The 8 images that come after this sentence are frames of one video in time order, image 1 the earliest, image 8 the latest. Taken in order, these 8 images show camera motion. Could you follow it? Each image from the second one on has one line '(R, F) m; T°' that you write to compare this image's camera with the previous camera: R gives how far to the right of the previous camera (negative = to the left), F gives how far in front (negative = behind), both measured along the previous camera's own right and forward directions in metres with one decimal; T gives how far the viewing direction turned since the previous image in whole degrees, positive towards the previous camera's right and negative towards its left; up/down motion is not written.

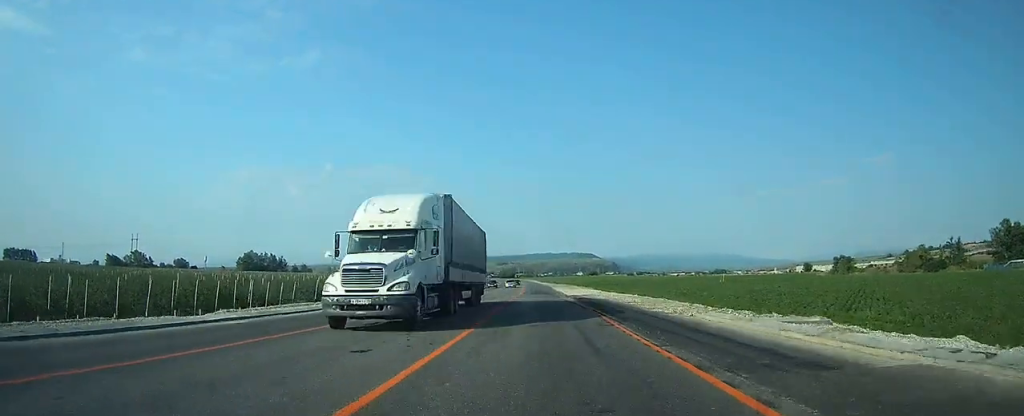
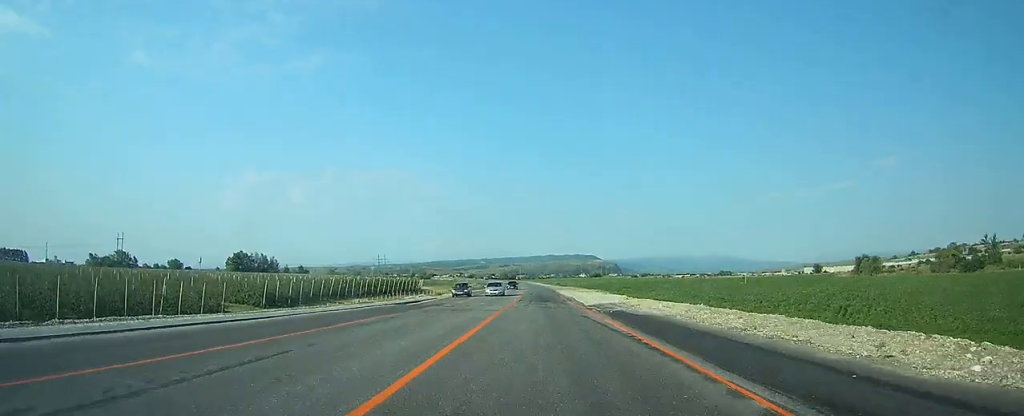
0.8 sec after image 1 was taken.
(-0.2, +20.1) m; -1°
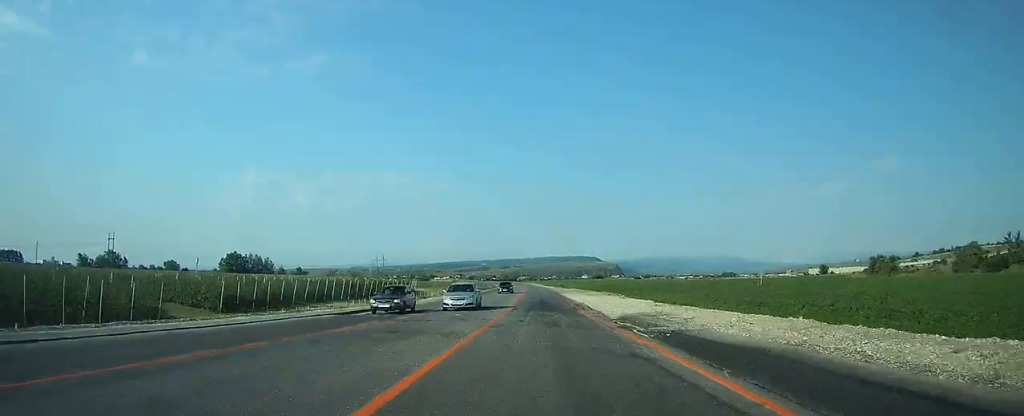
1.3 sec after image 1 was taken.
(-0.3, +11.8) m; -1°
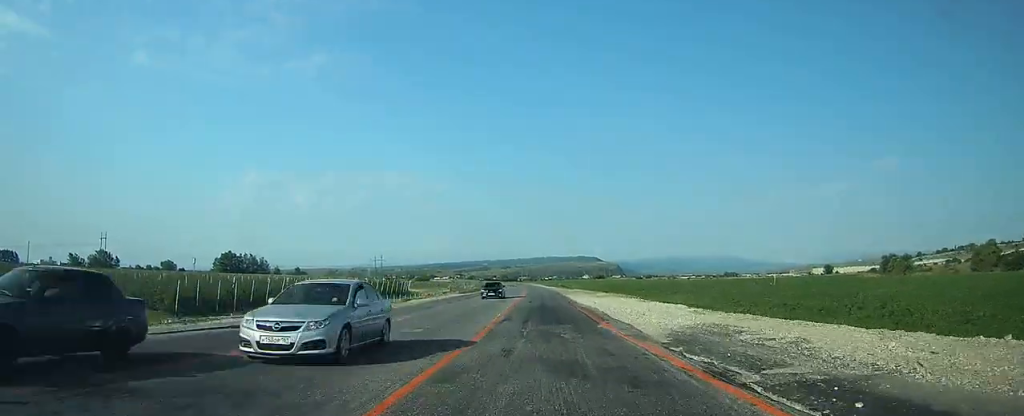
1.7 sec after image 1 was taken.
(-0.1, +9.4) m; 0°
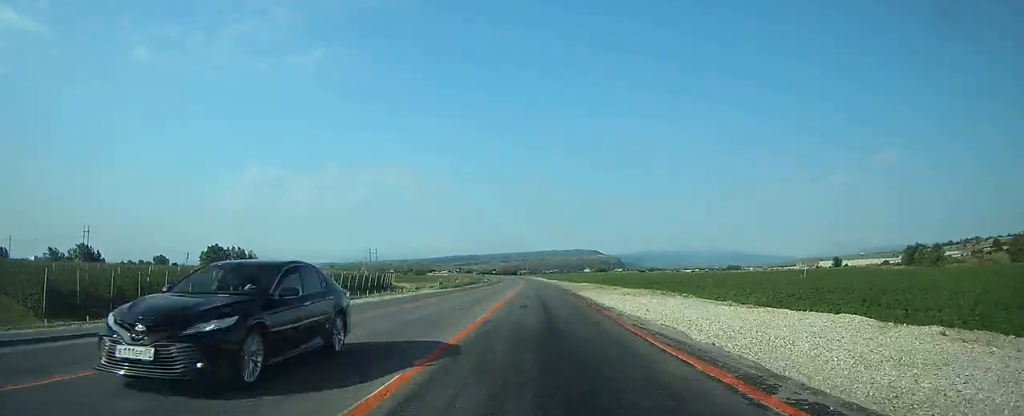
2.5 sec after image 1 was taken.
(0.0, +18.5) m; 0°
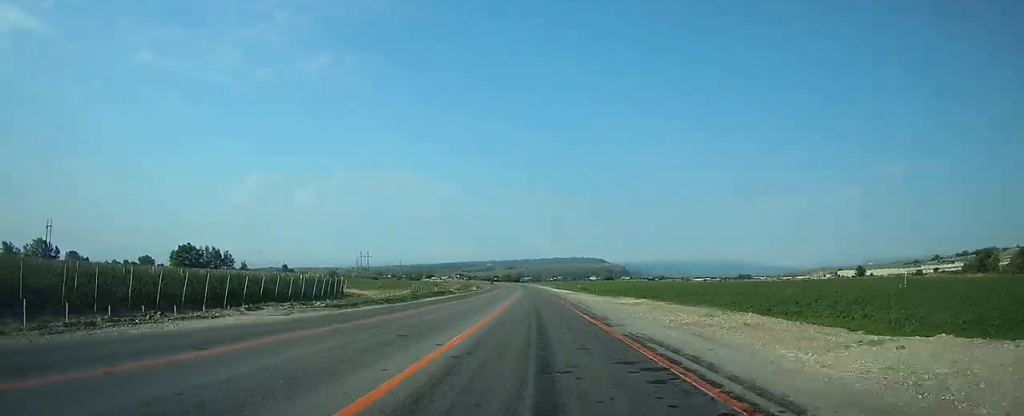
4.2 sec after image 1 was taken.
(-0.1, +39.1) m; -1°
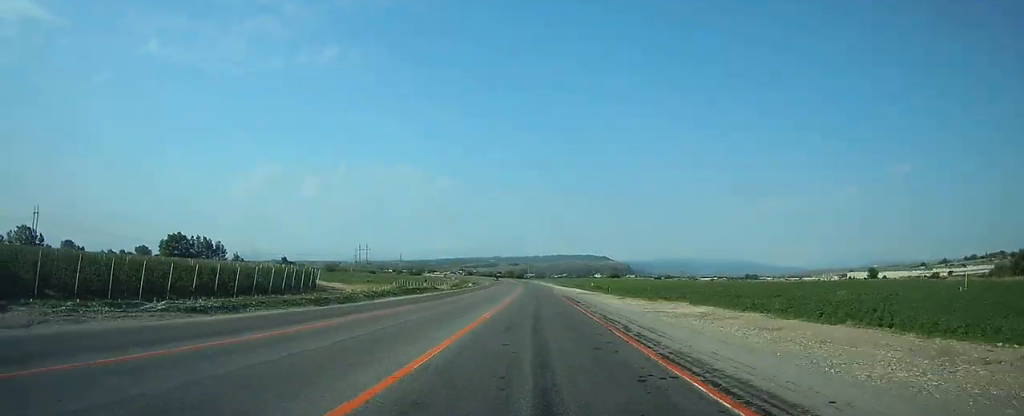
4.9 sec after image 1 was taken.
(0.0, +15.5) m; 0°
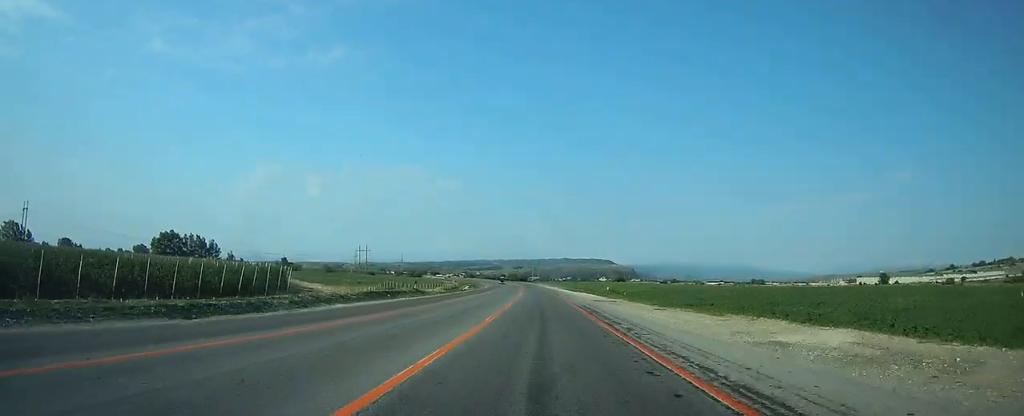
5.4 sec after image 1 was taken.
(0.0, +12.4) m; 0°
